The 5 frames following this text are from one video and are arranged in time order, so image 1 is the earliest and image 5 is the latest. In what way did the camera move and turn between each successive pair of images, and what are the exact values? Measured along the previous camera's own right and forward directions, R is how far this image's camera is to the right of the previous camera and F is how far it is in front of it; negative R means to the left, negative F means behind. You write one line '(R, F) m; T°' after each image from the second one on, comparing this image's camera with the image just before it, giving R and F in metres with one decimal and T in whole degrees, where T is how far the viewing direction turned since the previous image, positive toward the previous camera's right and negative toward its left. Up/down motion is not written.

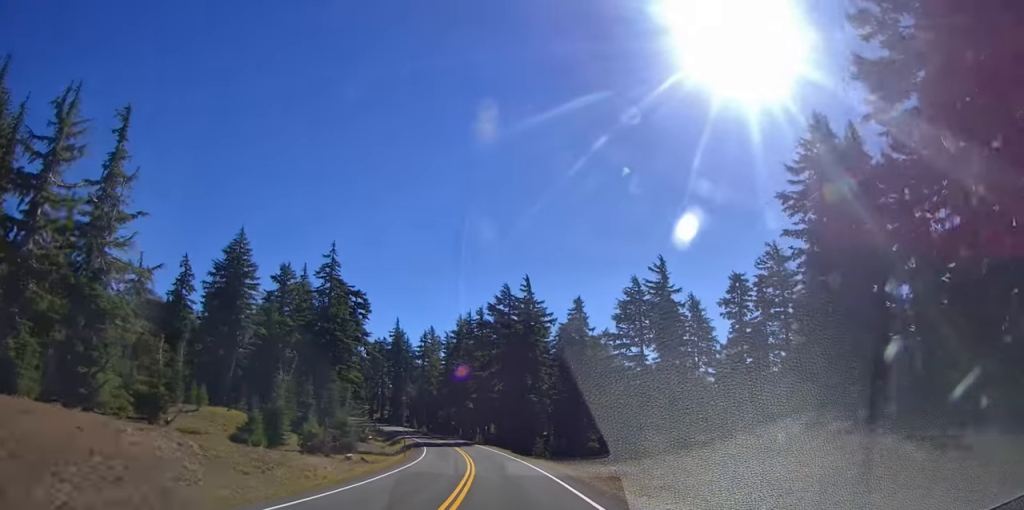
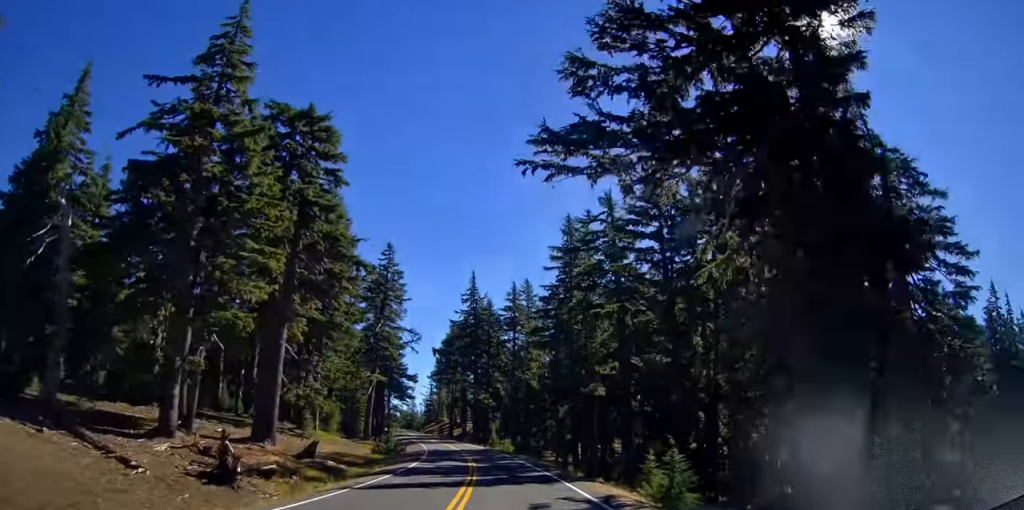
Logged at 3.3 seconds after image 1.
(-17.8, +59.3) m; -29°
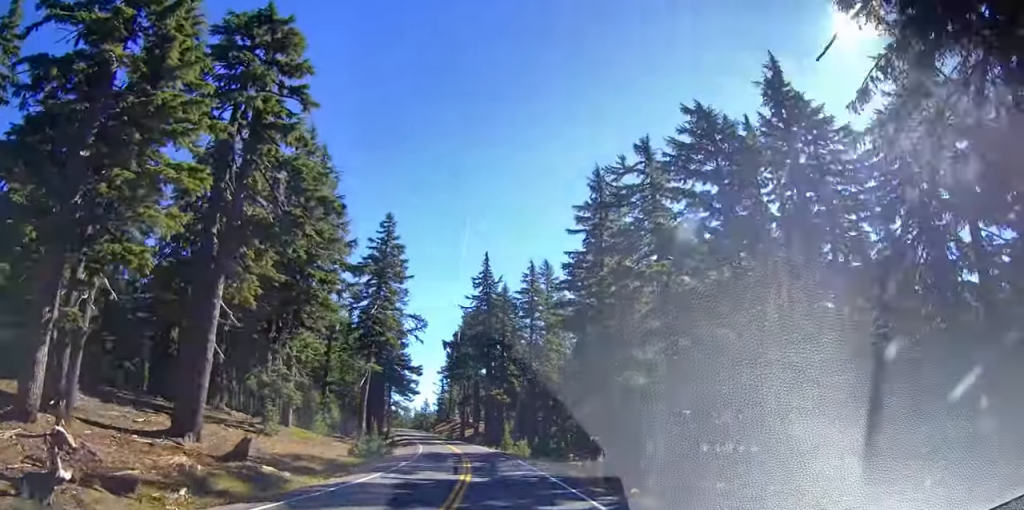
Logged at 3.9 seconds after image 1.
(-0.4, +11.4) m; -1°
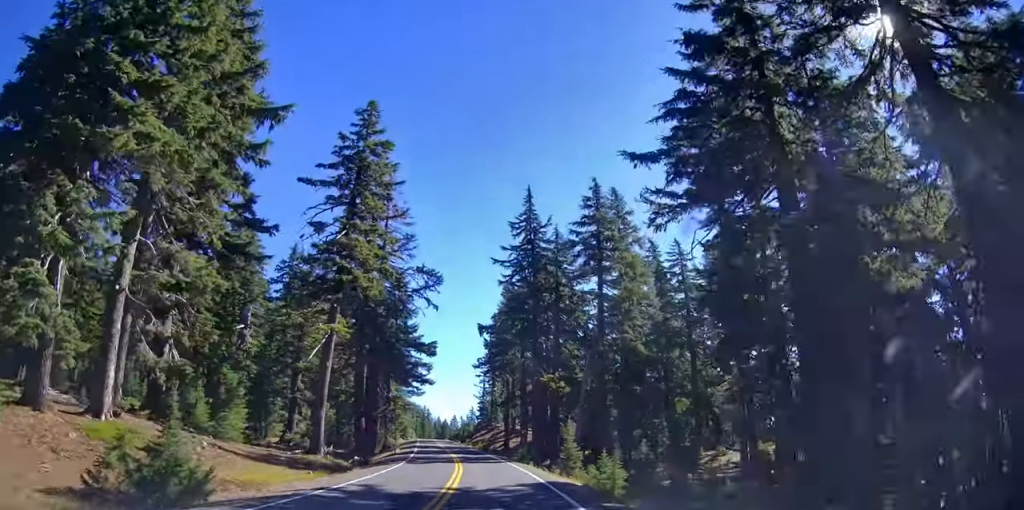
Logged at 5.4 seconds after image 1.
(-0.7, +29.1) m; -4°
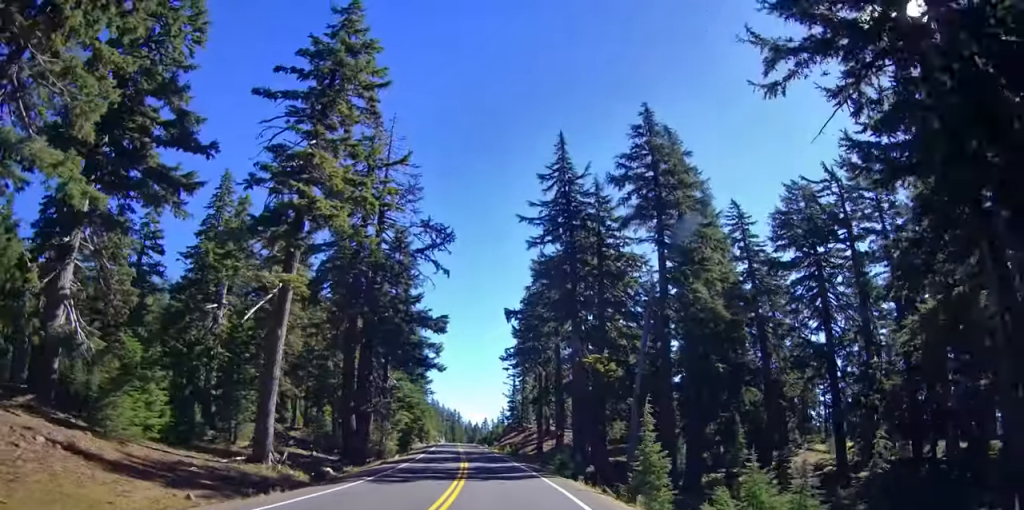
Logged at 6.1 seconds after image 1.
(-0.4, +13.2) m; -3°
